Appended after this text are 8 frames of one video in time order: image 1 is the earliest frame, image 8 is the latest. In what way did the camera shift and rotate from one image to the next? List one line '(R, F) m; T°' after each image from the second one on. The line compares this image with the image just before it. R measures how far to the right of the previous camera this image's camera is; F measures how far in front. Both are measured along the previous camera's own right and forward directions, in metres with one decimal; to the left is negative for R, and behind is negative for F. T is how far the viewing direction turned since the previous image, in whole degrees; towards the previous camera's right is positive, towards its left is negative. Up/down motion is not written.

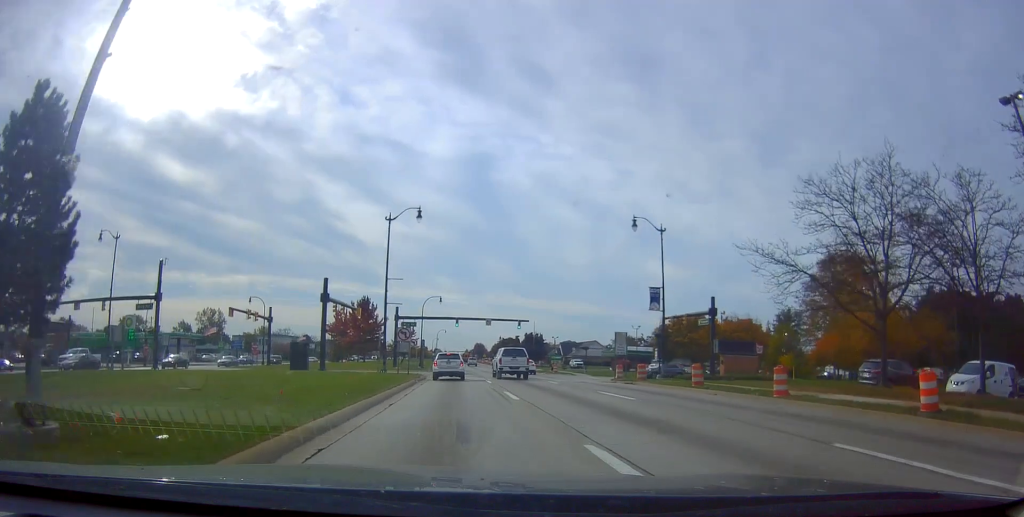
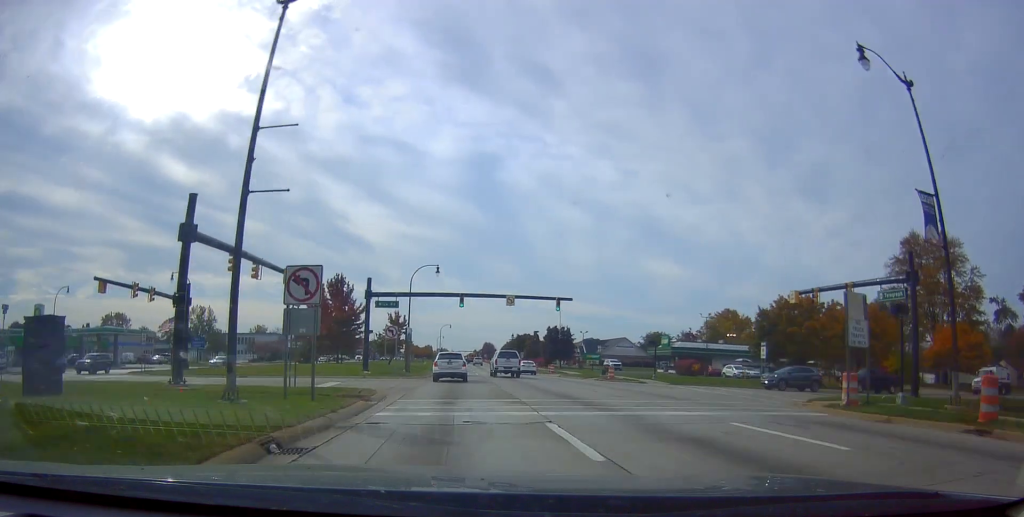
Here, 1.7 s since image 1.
(-0.4, +24.8) m; -1°
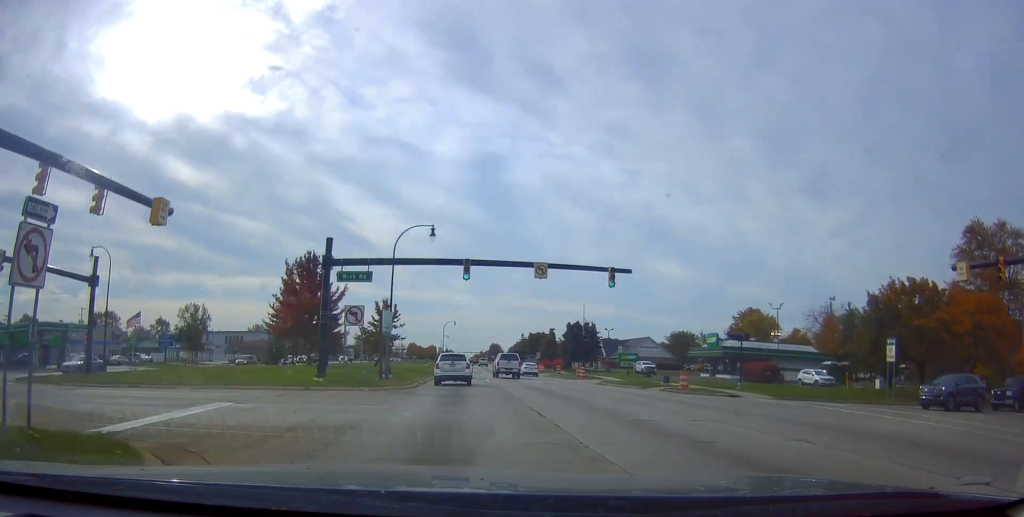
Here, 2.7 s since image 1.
(0.0, +15.5) m; -1°
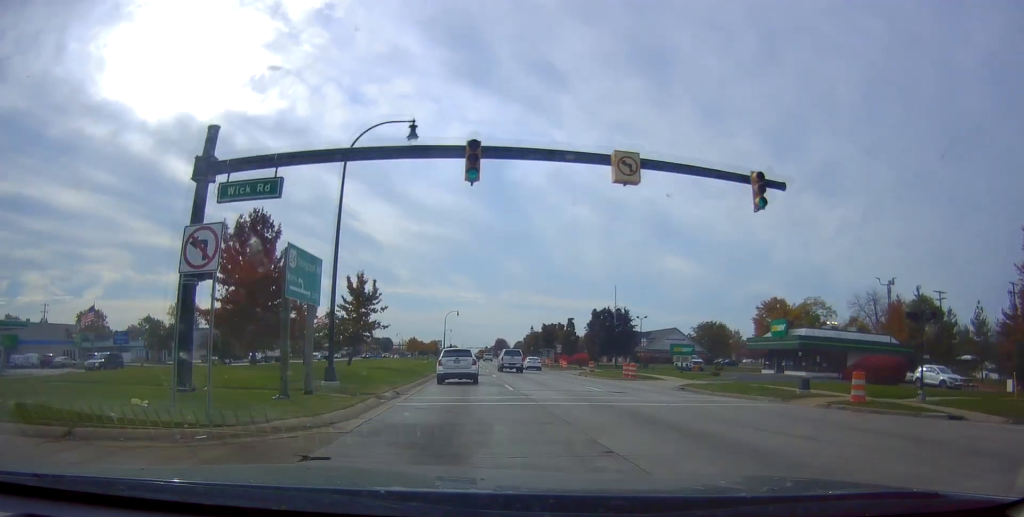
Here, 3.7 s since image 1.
(-0.3, +16.1) m; 0°
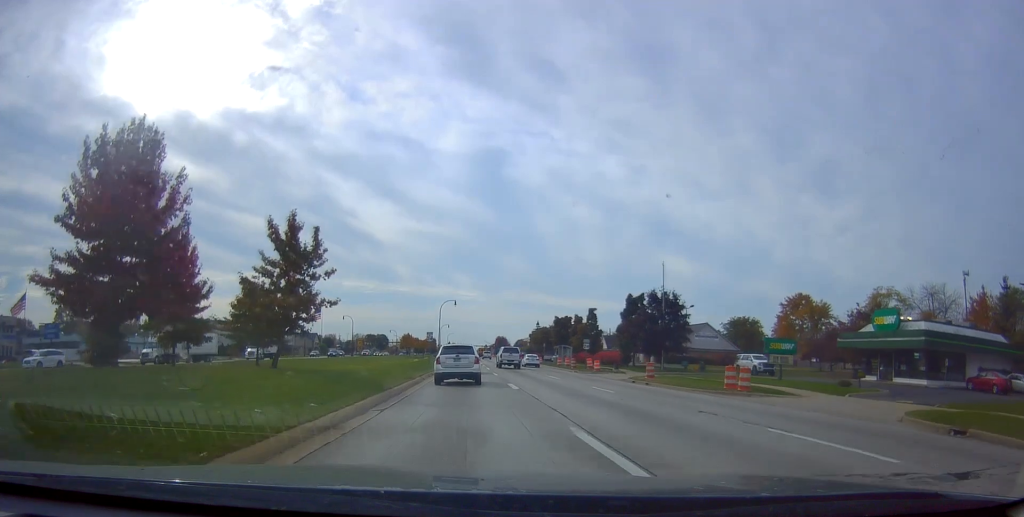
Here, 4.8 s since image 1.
(+0.2, +17.5) m; 0°
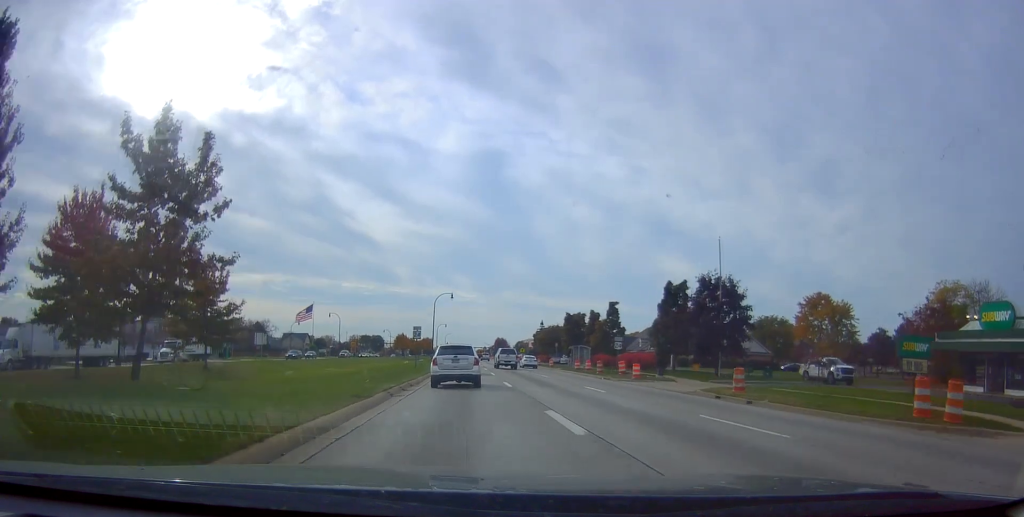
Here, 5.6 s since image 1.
(-0.3, +12.5) m; +1°
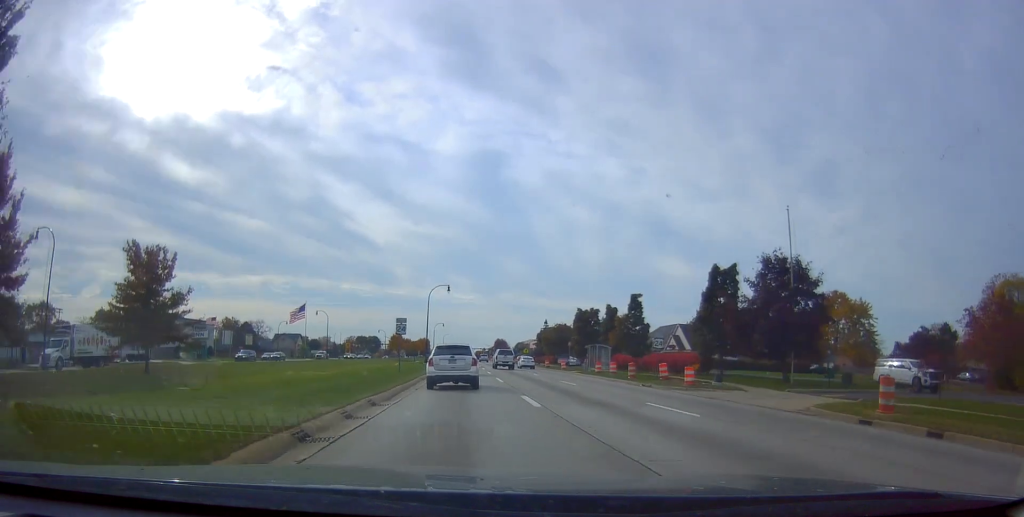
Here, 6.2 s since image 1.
(+0.3, +9.9) m; +2°
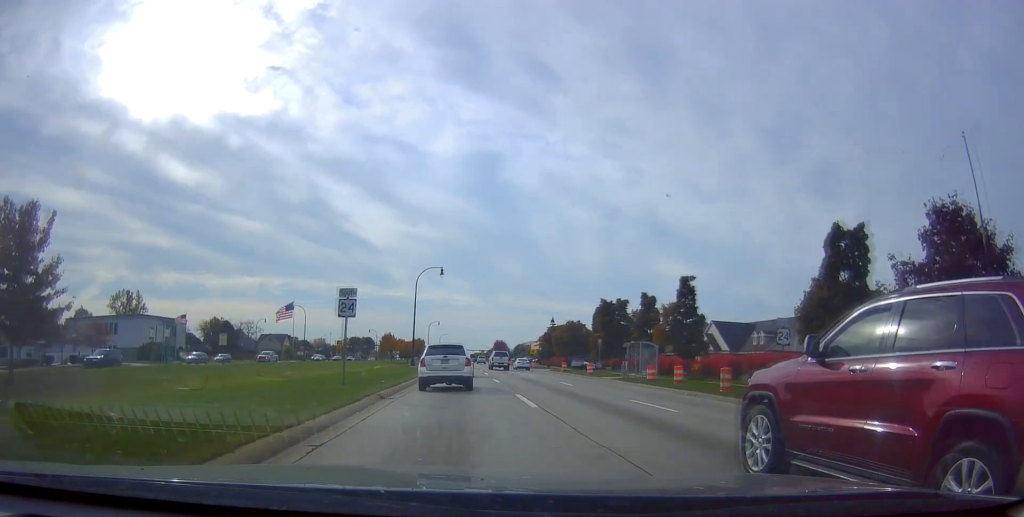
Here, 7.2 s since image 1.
(+0.1, +14.8) m; 0°
